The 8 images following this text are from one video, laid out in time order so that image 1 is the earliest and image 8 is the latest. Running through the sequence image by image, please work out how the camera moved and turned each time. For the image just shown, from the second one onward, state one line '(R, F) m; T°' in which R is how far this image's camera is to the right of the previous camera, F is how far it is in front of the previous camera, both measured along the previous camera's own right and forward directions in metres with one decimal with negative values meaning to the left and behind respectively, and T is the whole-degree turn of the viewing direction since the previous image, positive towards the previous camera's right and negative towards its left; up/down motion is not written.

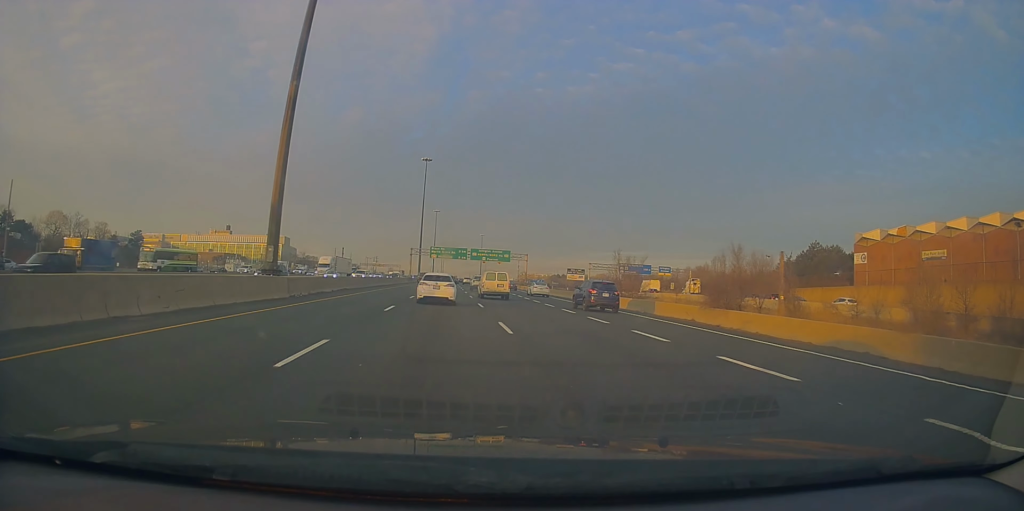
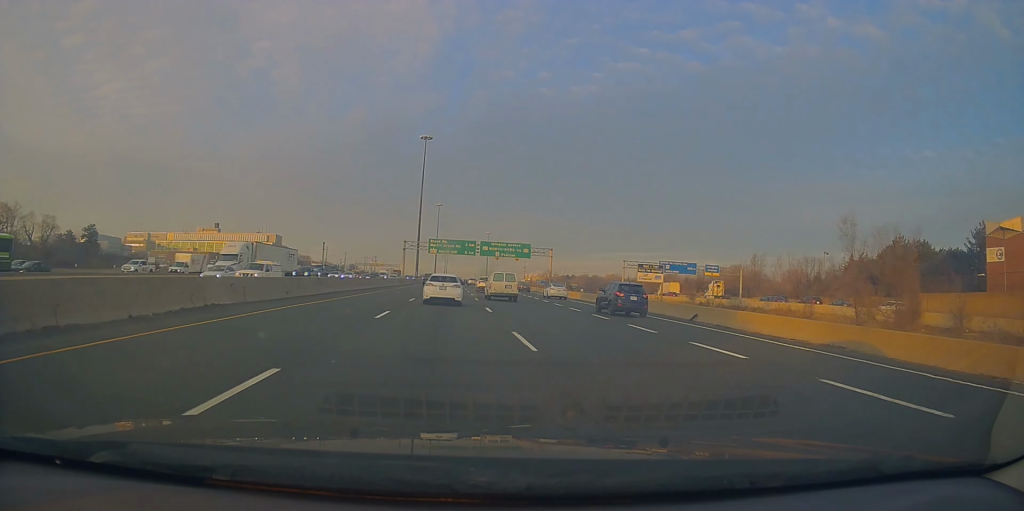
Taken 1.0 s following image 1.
(-0.3, +27.9) m; -1°
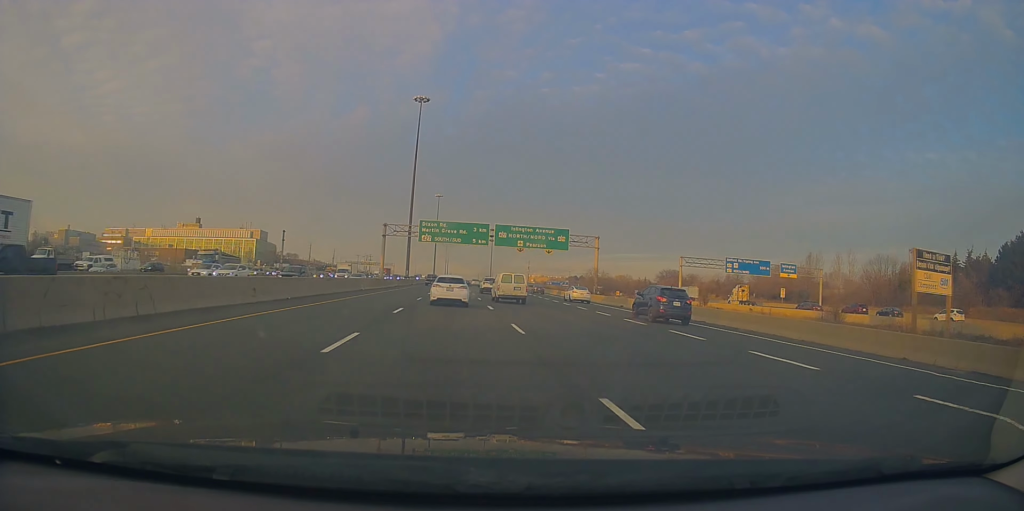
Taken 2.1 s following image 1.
(-0.2, +32.1) m; +1°
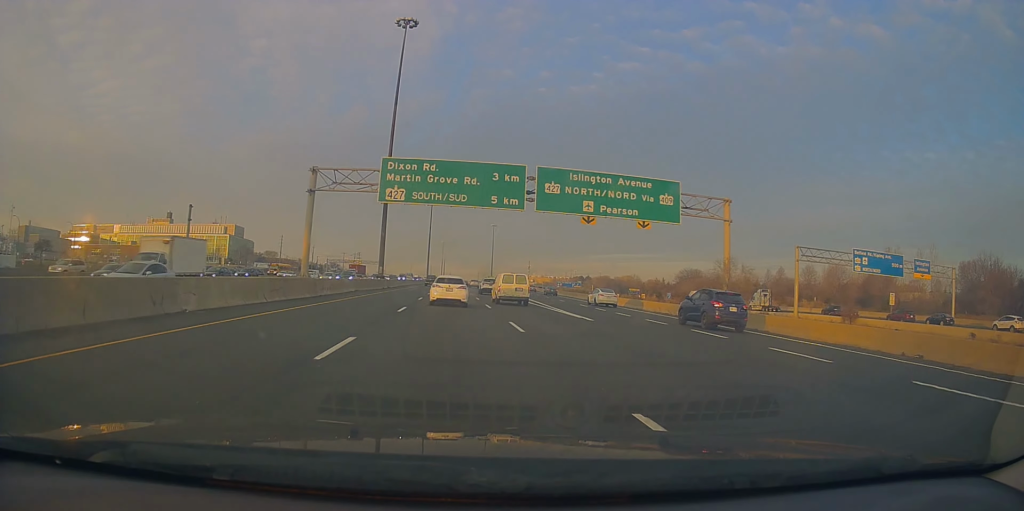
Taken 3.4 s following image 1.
(+0.6, +35.3) m; +1°
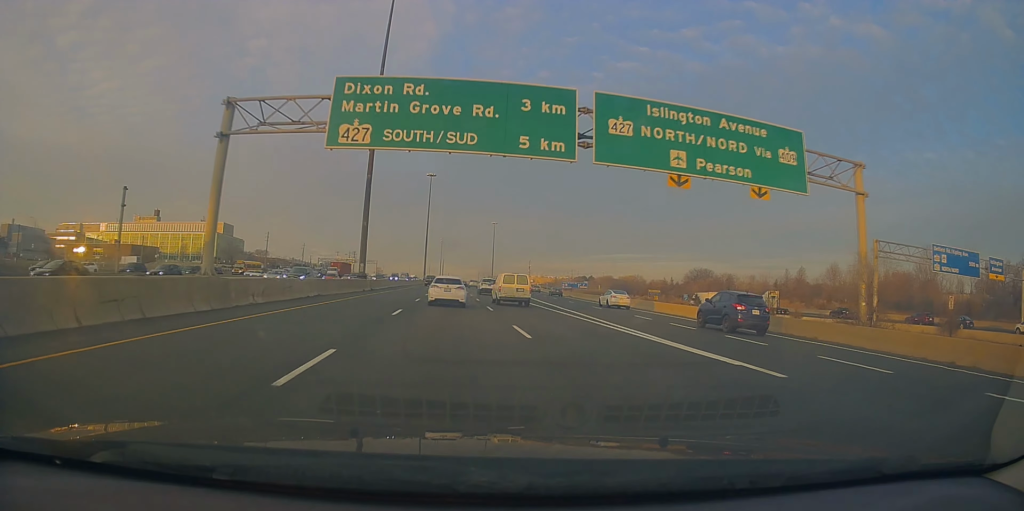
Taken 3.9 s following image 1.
(0.0, +13.9) m; 0°
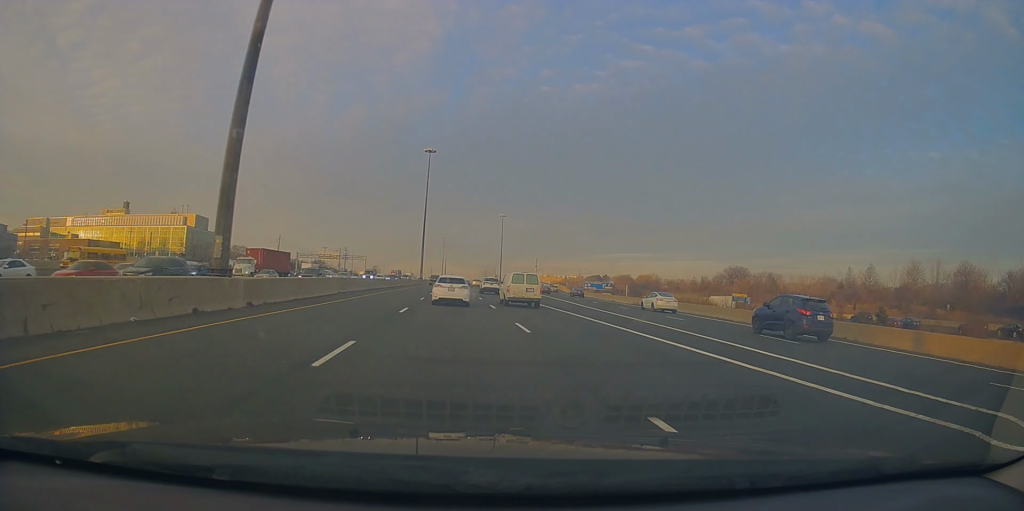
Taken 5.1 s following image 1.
(+0.1, +35.3) m; 0°
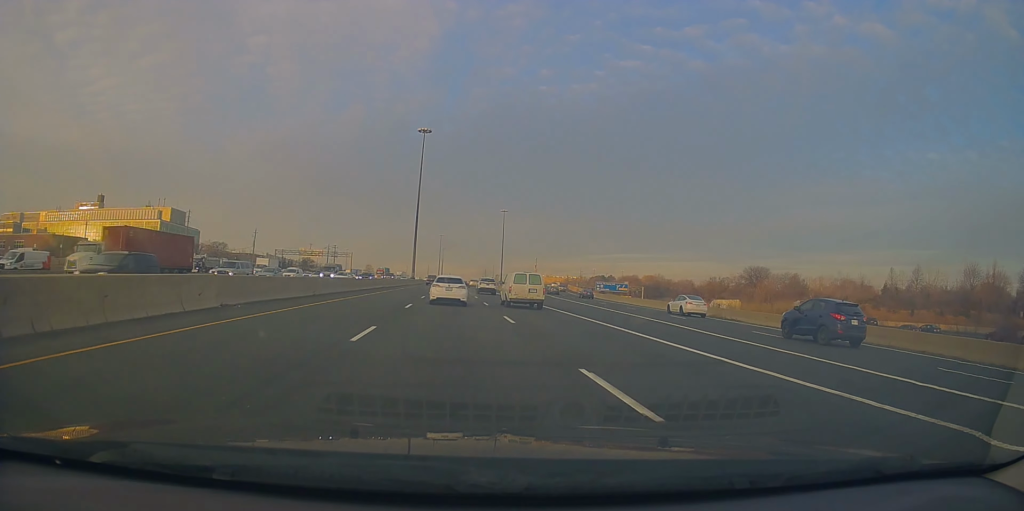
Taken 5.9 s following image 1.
(-0.1, +21.3) m; -1°
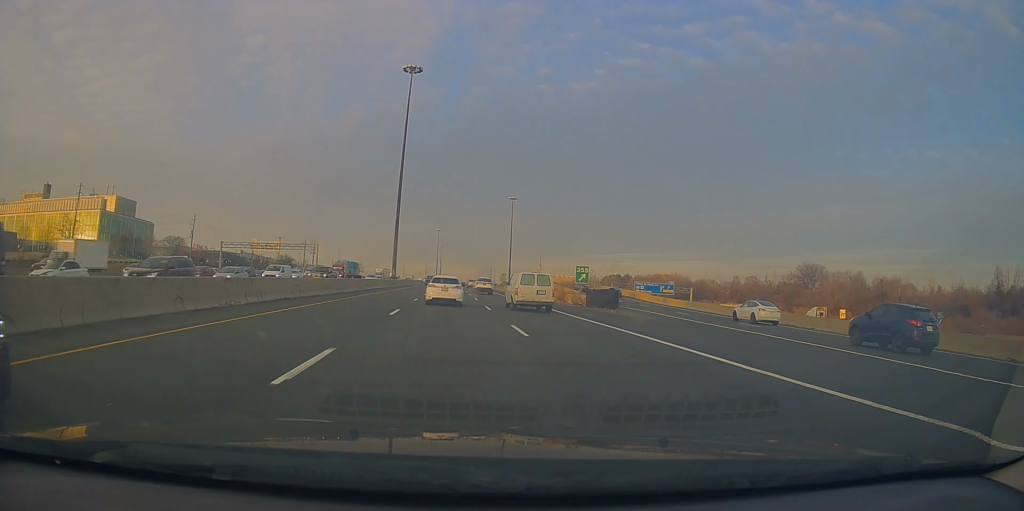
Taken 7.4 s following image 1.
(0.0, +40.8) m; +1°
